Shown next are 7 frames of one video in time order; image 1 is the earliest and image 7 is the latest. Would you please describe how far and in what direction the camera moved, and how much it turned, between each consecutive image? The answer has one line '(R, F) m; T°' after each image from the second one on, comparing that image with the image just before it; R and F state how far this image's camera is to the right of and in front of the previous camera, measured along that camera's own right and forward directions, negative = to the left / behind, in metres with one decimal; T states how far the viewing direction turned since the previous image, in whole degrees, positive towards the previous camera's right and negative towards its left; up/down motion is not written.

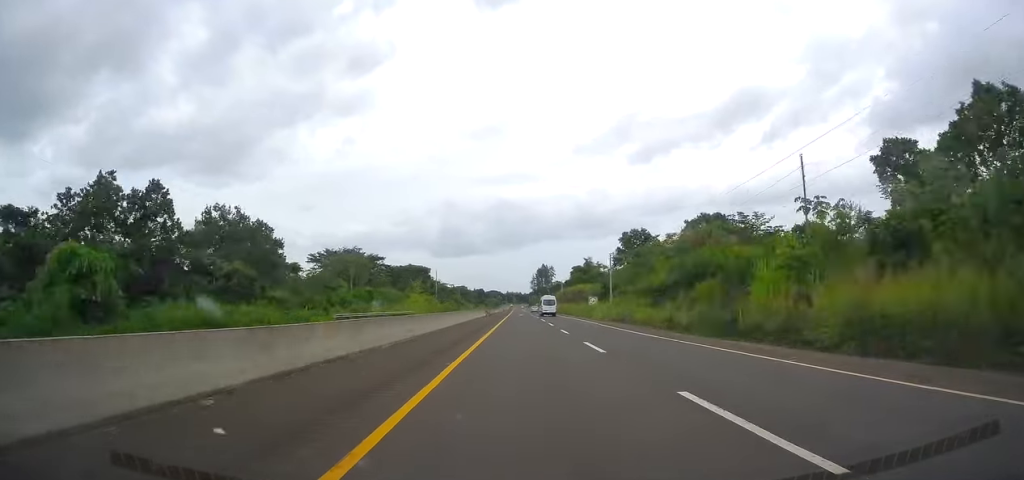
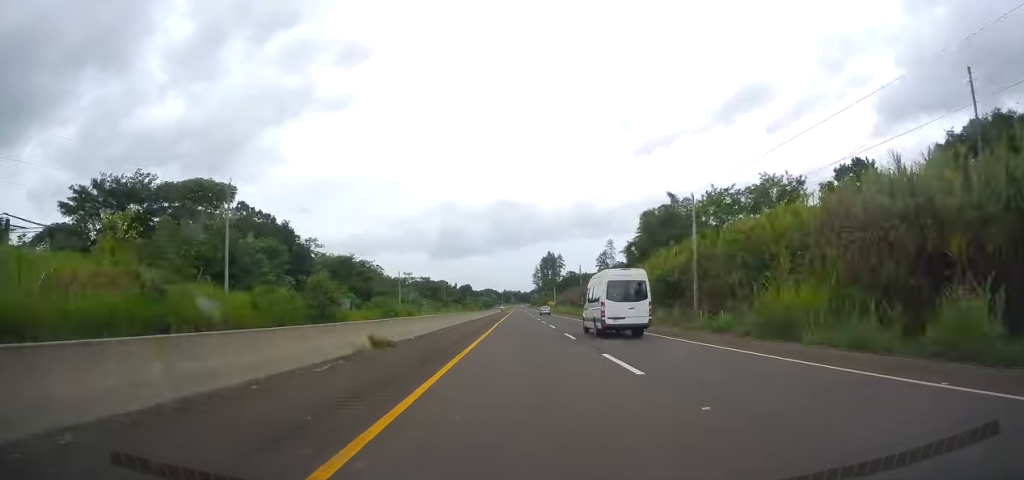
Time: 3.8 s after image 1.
(0.0, +128.0) m; 0°
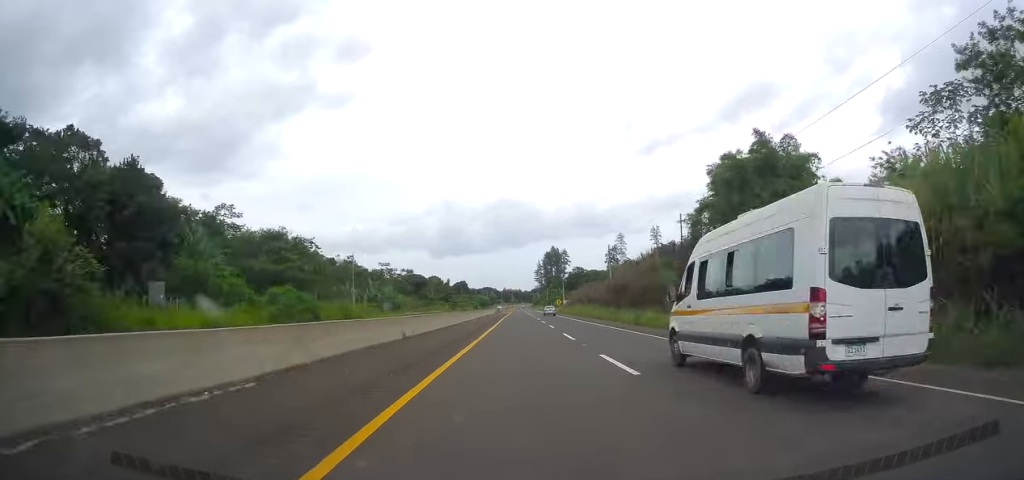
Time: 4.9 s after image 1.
(+0.3, +36.3) m; 0°
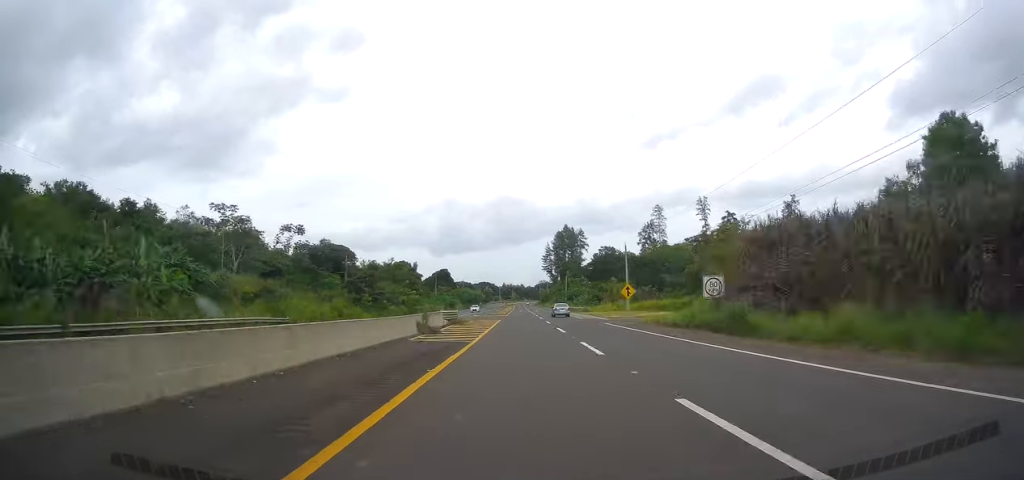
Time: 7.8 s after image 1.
(-0.2, +95.3) m; 0°
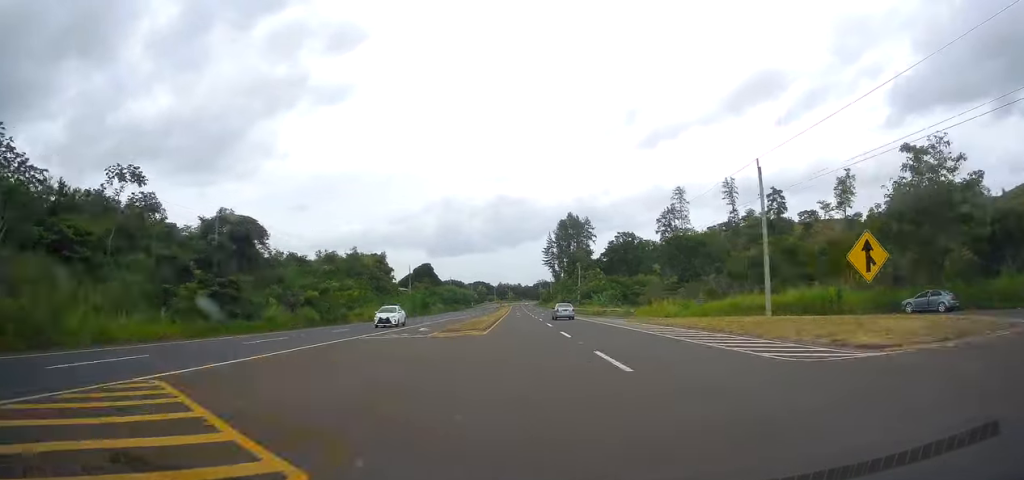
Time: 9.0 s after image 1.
(0.0, +42.0) m; 0°
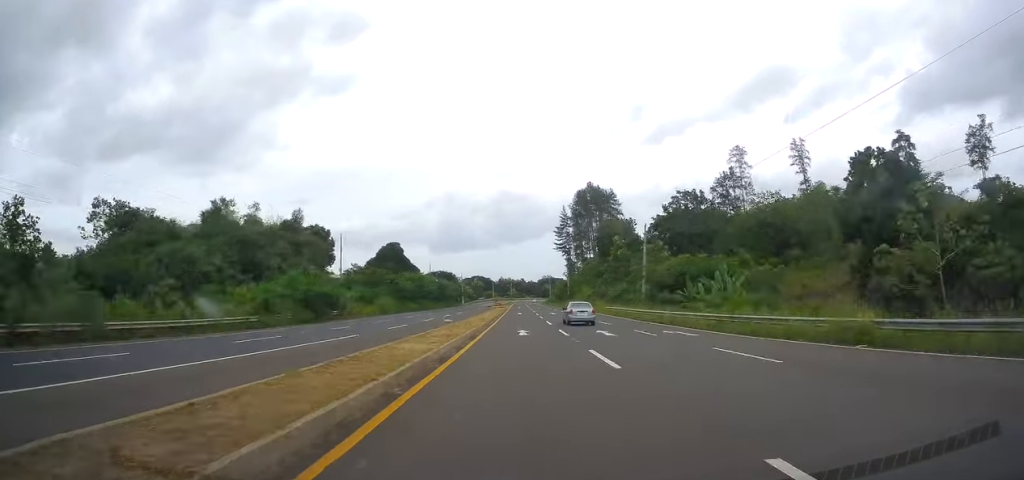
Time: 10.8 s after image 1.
(0.0, +60.9) m; 0°
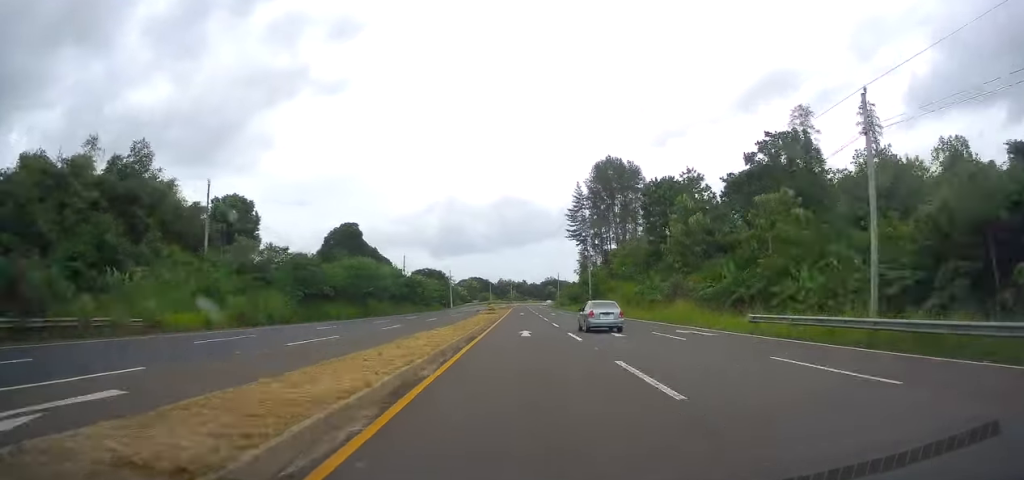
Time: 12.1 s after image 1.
(0.0, +40.9) m; 0°
